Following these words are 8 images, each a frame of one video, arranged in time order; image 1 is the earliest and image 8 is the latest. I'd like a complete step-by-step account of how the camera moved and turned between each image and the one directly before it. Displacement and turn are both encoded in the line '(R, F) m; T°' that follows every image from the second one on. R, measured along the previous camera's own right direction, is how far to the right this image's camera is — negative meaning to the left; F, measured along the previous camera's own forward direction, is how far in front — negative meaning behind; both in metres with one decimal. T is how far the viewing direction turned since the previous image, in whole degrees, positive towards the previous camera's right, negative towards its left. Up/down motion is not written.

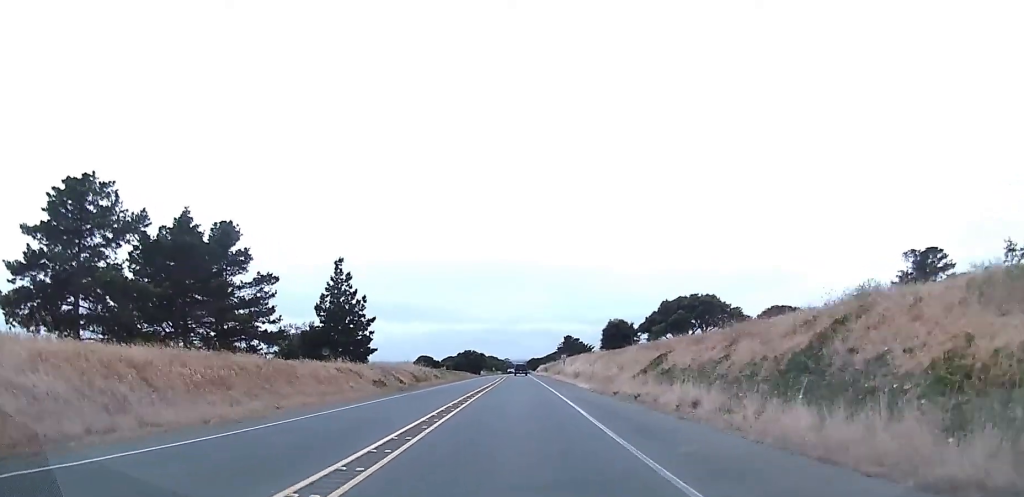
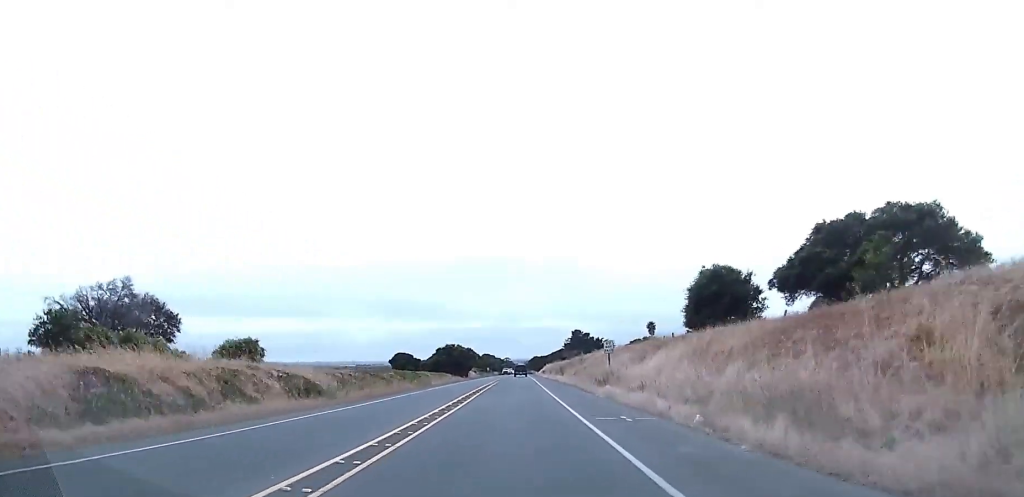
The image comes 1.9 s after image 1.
(+0.8, +46.3) m; 0°
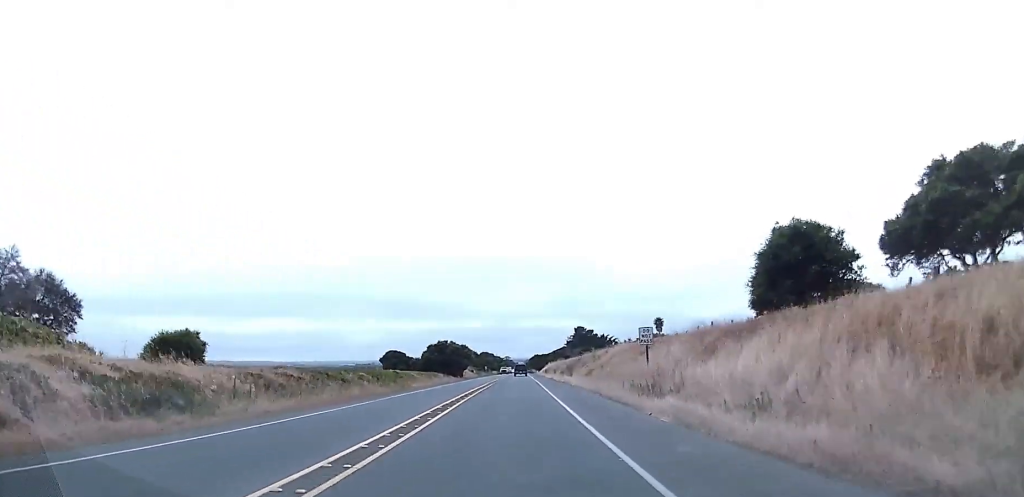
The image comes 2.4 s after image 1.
(-0.2, +13.1) m; 0°
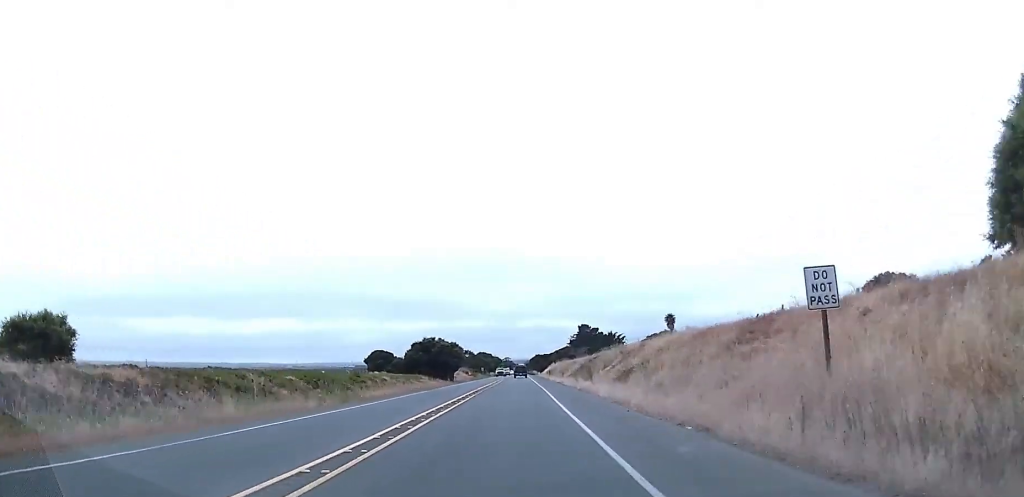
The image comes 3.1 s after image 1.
(0.0, +18.1) m; 0°
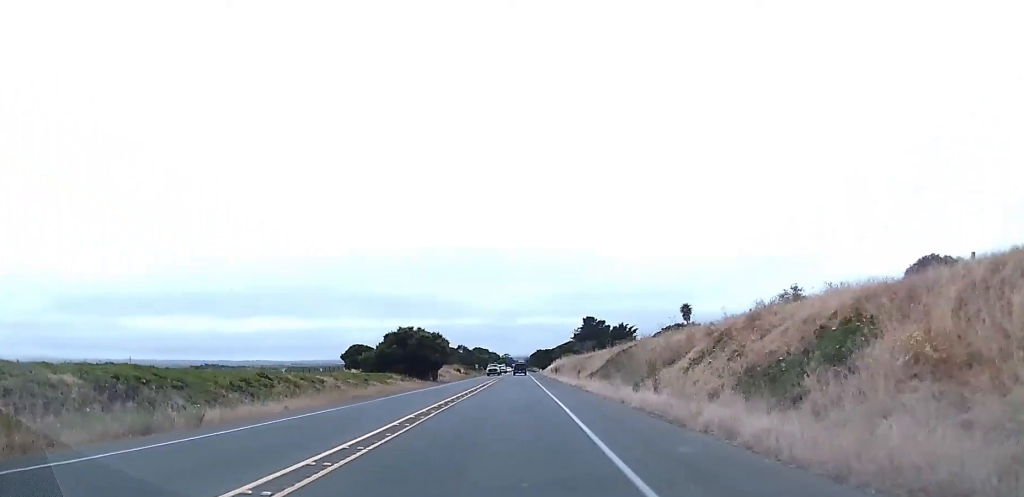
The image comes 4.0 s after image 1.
(+0.2, +21.2) m; 0°
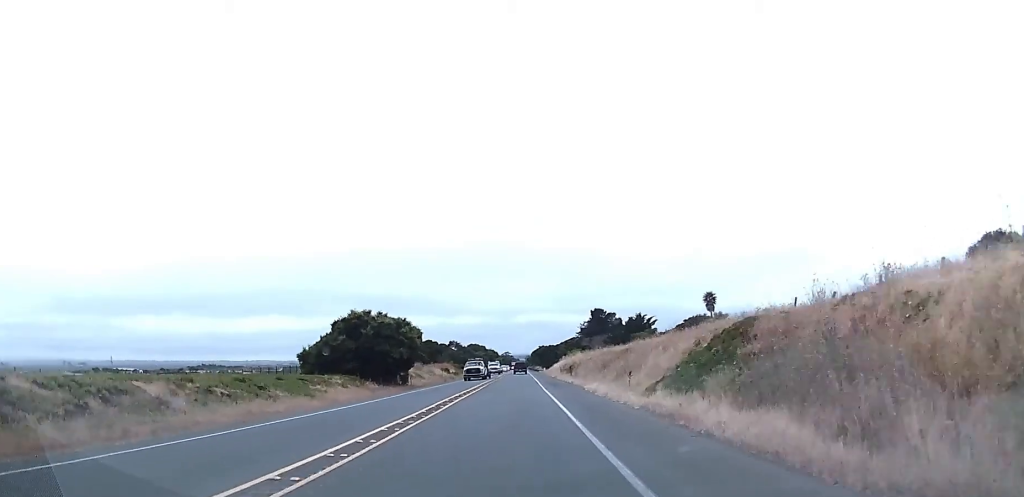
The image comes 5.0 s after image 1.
(-0.2, +24.3) m; -1°
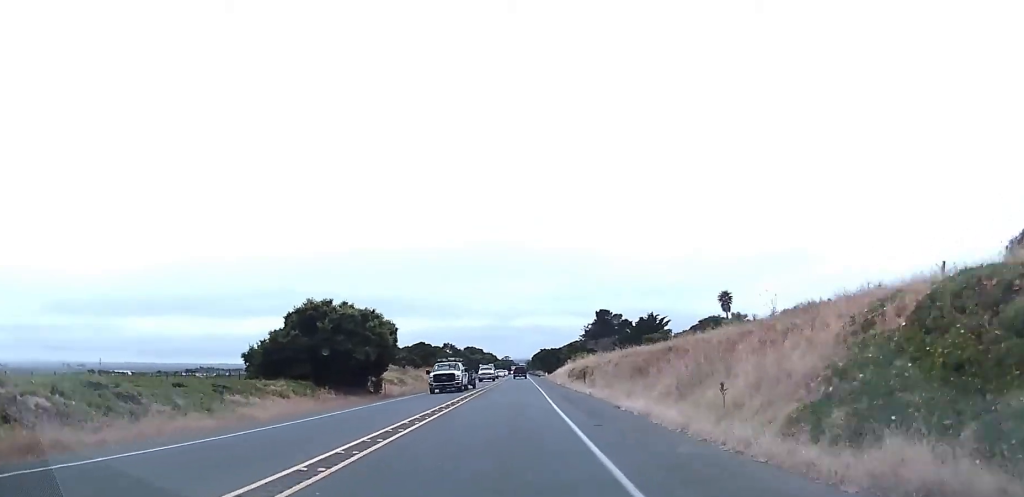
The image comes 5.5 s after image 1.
(-0.2, +12.9) m; 0°
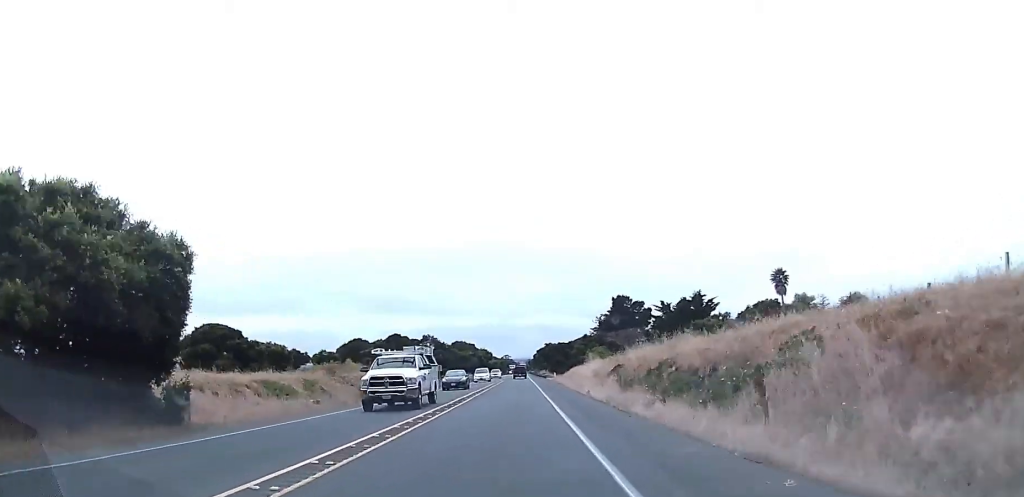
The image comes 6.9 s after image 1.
(+0.3, +33.8) m; +1°
